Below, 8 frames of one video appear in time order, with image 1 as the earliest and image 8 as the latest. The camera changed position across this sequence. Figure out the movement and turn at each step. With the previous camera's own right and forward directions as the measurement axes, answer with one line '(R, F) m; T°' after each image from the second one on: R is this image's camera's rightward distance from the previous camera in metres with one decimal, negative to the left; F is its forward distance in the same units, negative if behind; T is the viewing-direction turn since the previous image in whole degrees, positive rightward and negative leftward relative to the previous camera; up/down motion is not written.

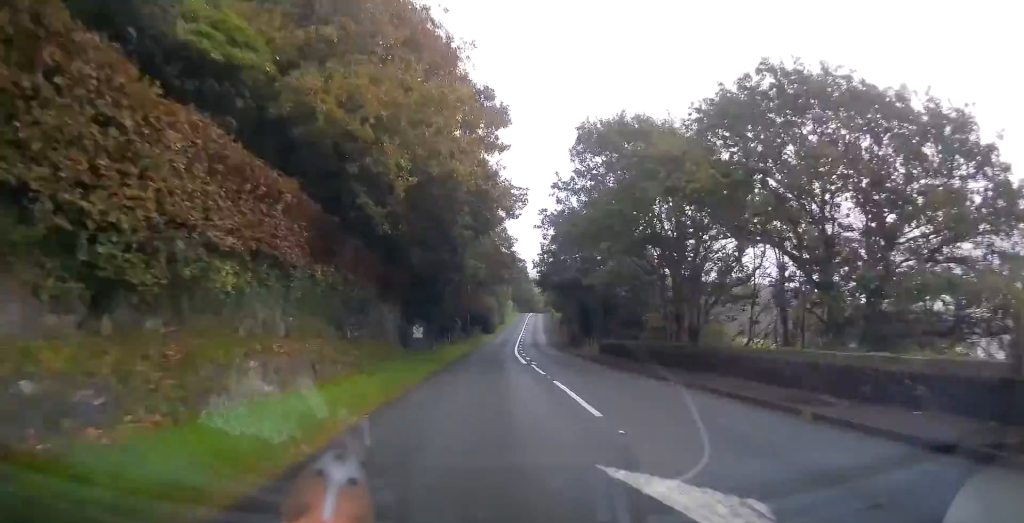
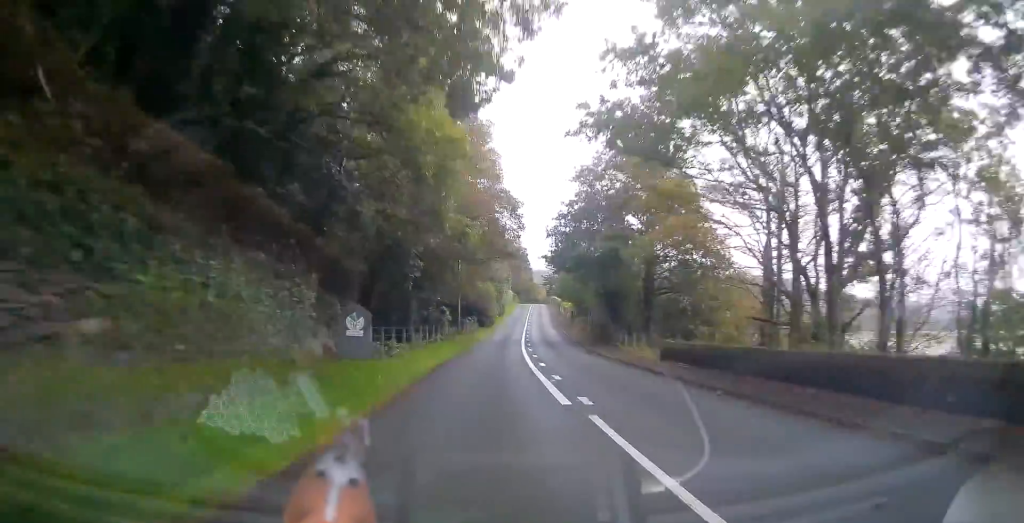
(+0.1, +14.6) m; +1°
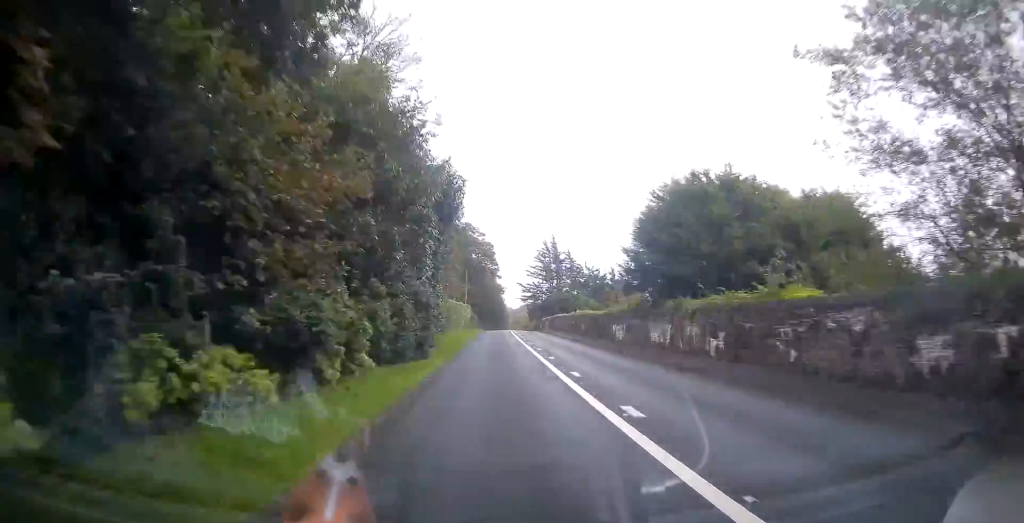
(+1.7, +73.6) m; +3°
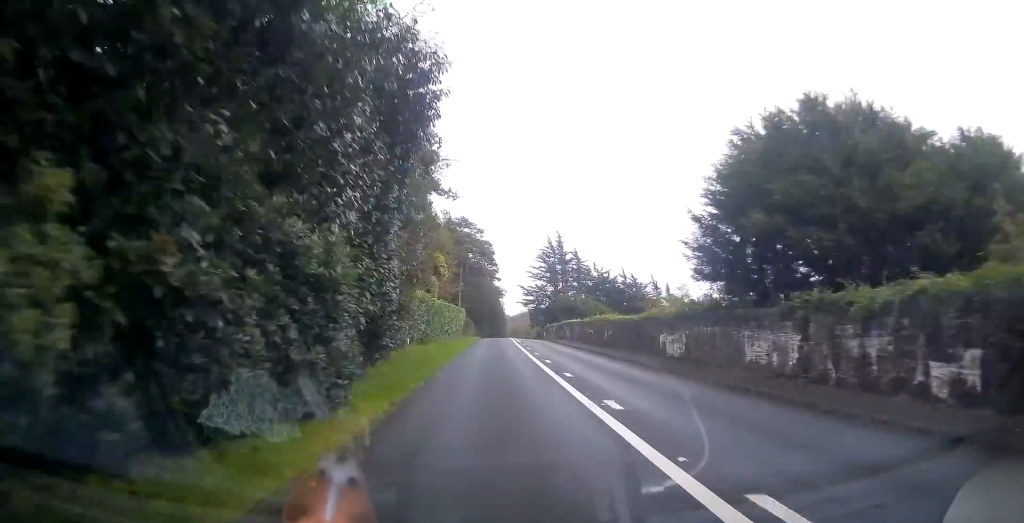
(+0.3, +10.9) m; +1°
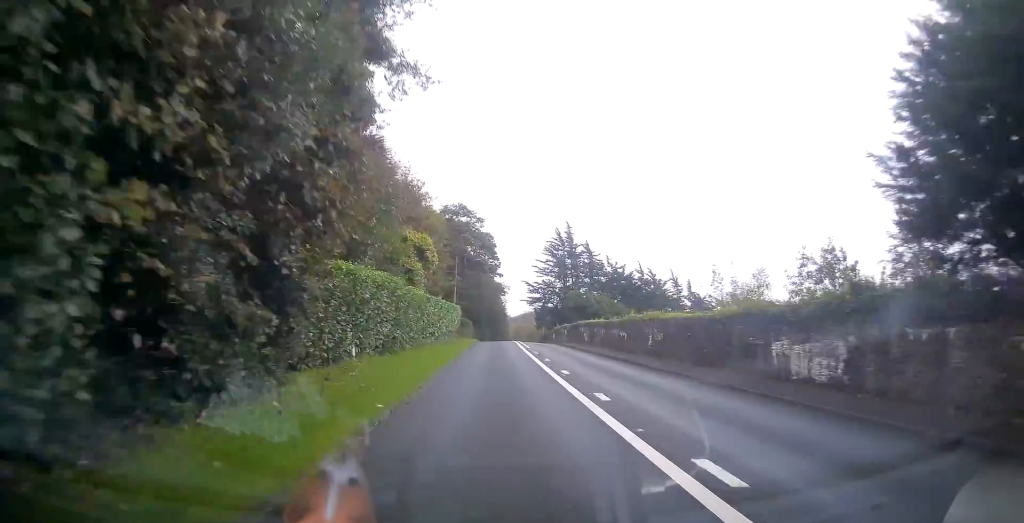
(+0.2, +10.9) m; +1°
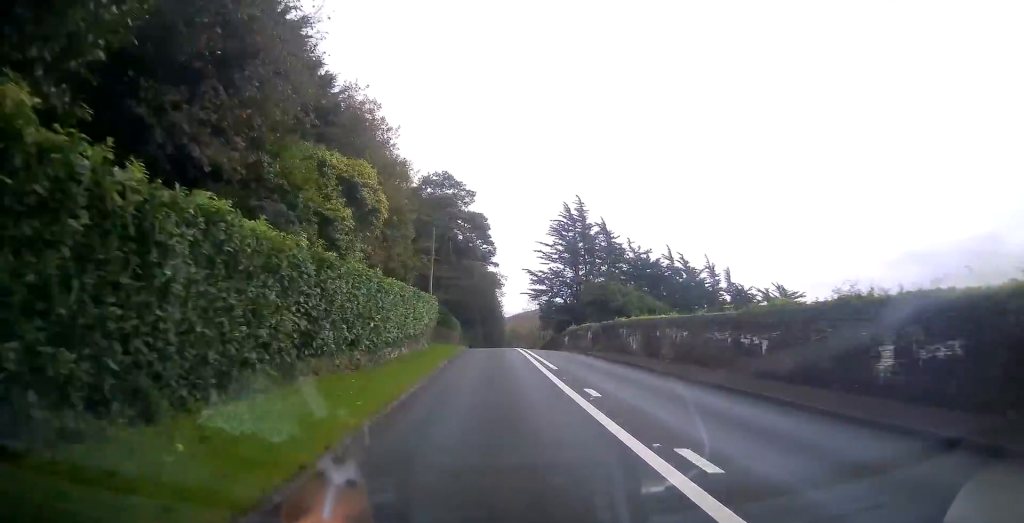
(-0.1, +18.0) m; 0°
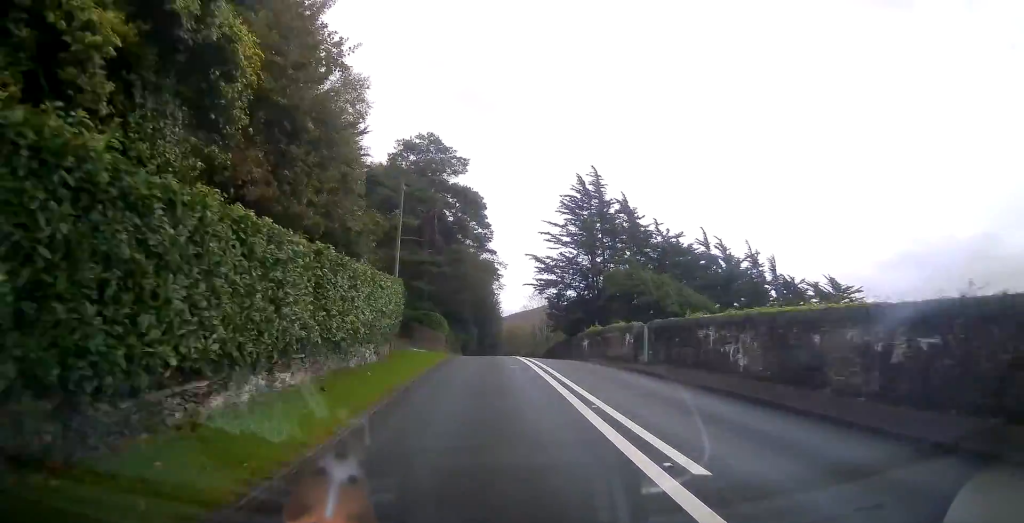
(0.0, +13.6) m; 0°
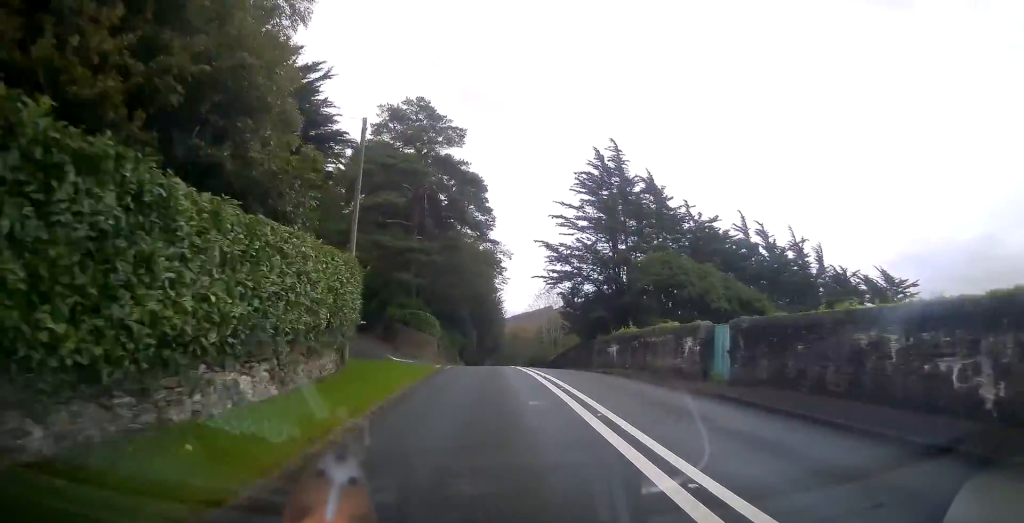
(+0.1, +9.2) m; 0°
